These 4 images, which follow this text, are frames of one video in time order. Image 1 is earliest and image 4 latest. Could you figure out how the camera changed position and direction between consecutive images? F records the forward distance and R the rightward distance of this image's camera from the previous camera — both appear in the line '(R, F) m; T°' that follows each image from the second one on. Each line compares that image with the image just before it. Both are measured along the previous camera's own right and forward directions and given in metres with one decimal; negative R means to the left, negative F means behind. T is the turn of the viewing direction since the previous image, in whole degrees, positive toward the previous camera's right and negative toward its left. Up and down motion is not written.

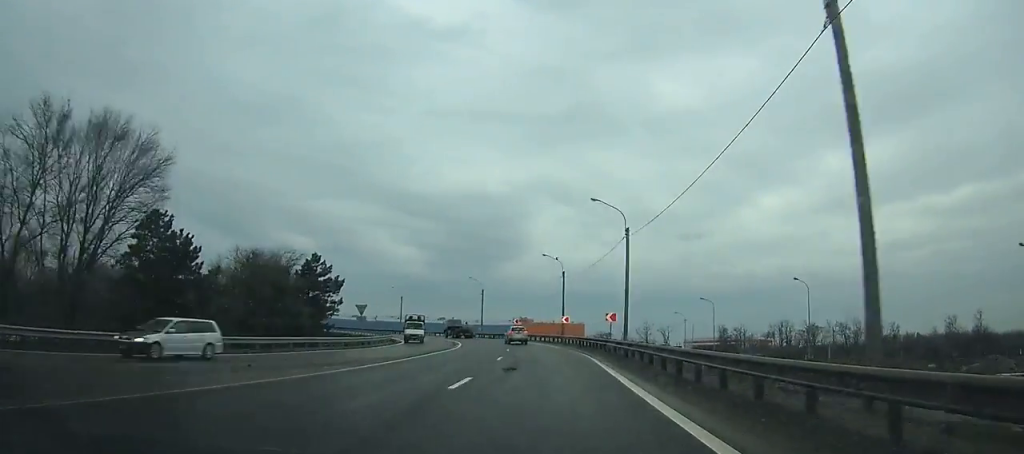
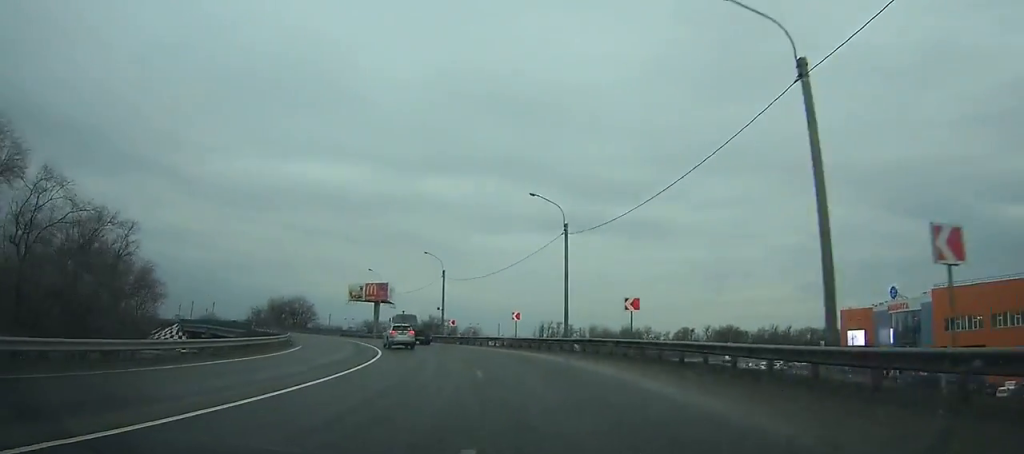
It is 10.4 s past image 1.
(-86.9, +123.7) m; -79°
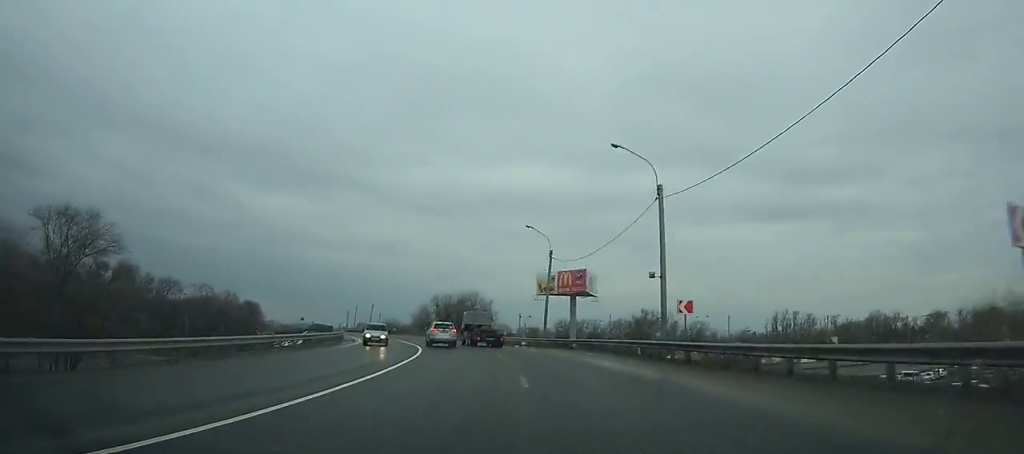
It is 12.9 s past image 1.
(-7.1, +40.7) m; -18°
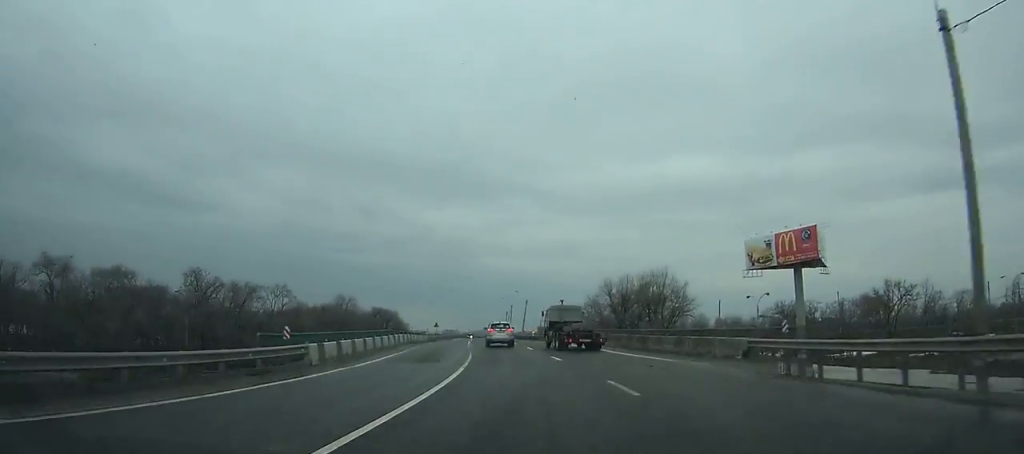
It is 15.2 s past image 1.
(-4.9, +40.0) m; -12°
